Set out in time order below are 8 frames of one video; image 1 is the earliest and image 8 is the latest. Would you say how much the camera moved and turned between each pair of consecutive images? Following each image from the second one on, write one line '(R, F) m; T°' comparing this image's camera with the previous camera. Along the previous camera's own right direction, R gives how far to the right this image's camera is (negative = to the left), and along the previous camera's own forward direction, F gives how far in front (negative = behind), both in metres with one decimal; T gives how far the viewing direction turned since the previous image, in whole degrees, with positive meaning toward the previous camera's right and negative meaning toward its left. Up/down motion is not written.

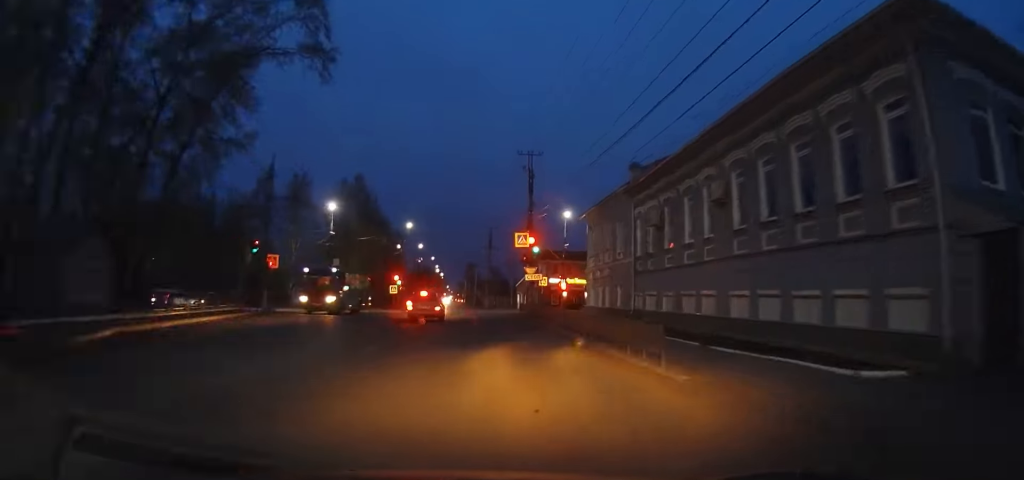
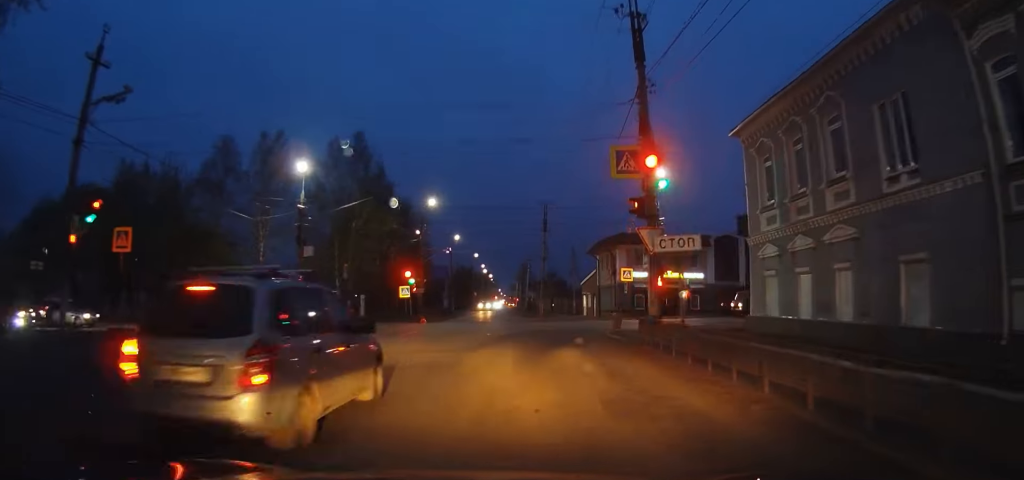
(-2.3, +23.3) m; +7°
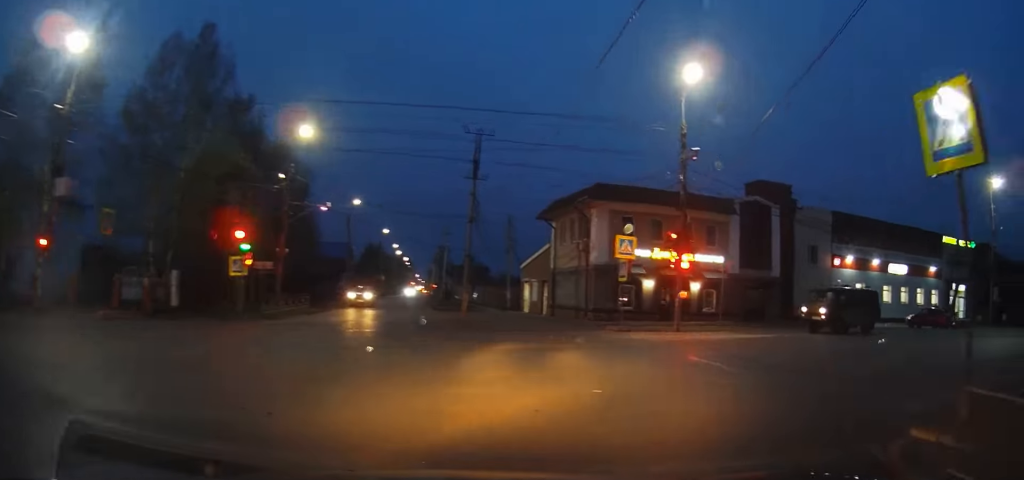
(+6.1, +23.3) m; +40°
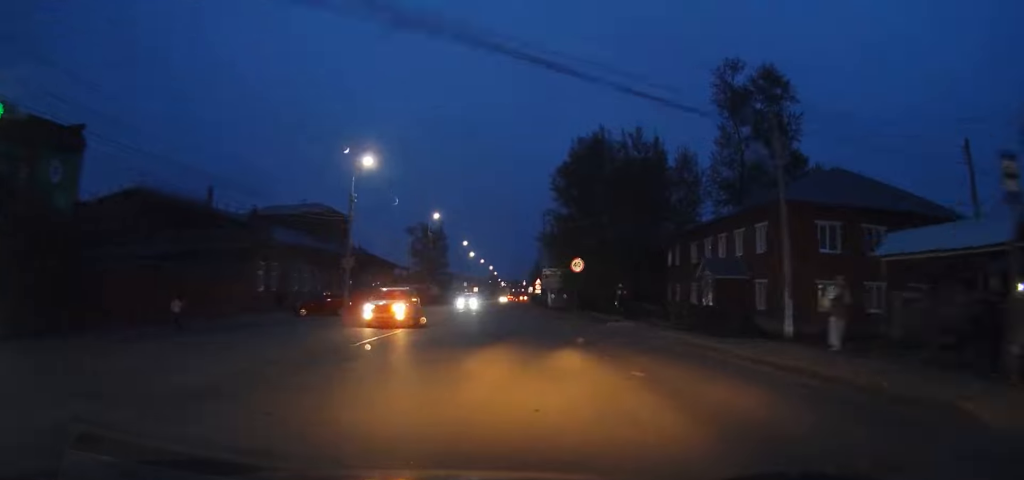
(+20.6, +48.5) m; +26°
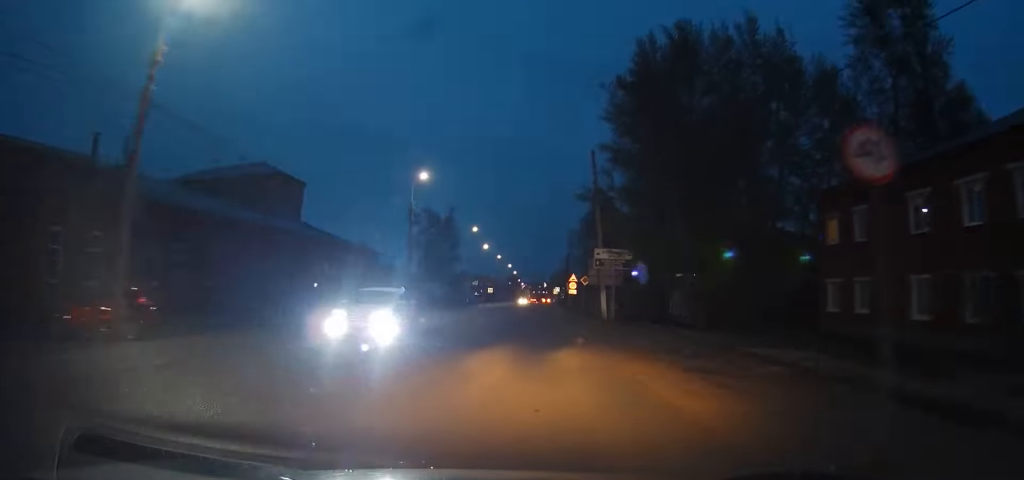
(+0.5, +21.8) m; +1°
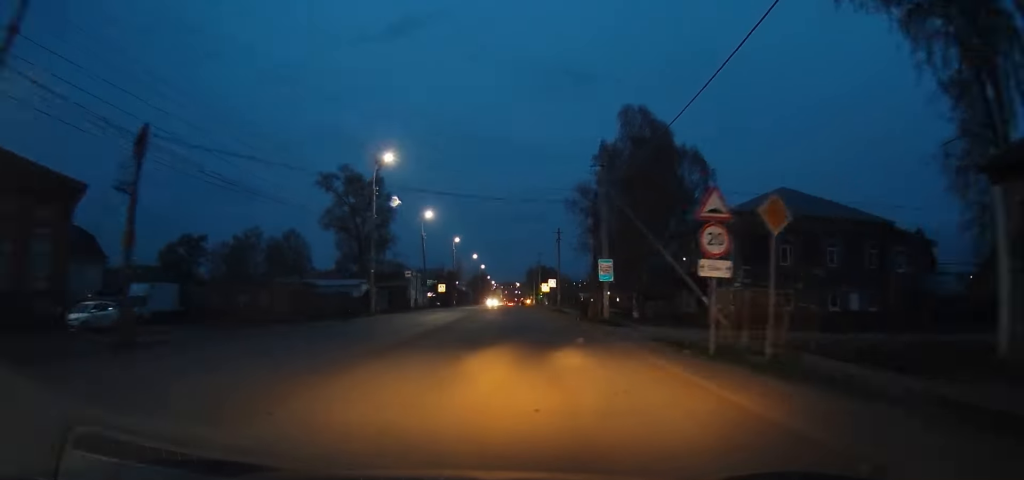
(-0.1, +37.0) m; 0°
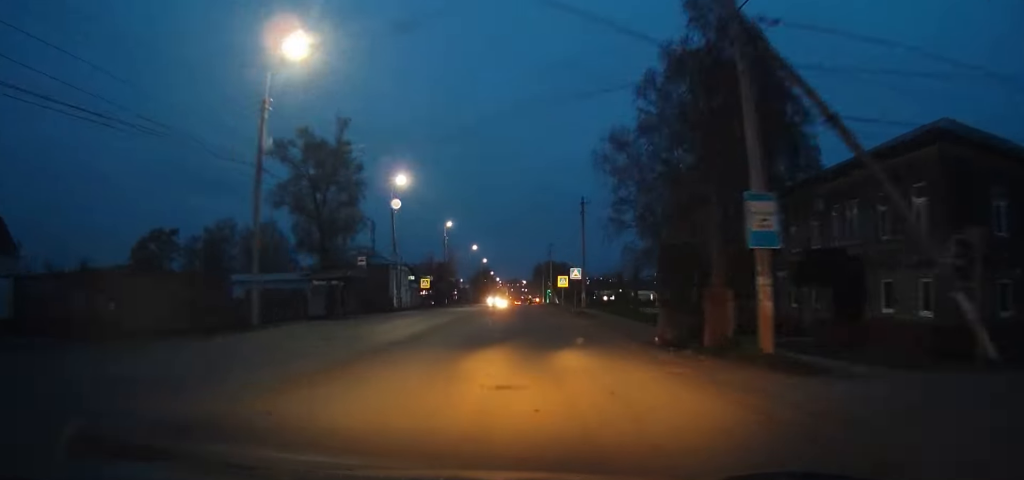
(+0.4, +15.2) m; 0°
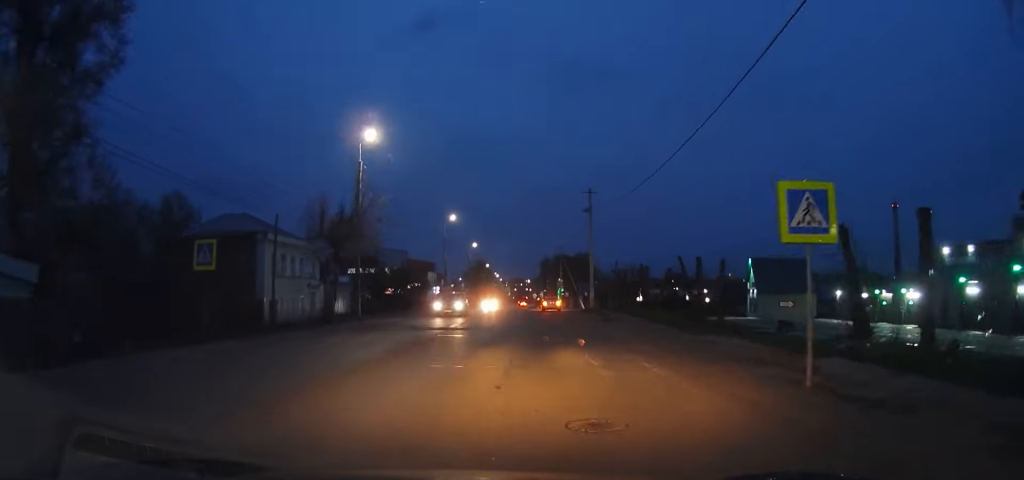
(-0.9, +42.6) m; -1°
